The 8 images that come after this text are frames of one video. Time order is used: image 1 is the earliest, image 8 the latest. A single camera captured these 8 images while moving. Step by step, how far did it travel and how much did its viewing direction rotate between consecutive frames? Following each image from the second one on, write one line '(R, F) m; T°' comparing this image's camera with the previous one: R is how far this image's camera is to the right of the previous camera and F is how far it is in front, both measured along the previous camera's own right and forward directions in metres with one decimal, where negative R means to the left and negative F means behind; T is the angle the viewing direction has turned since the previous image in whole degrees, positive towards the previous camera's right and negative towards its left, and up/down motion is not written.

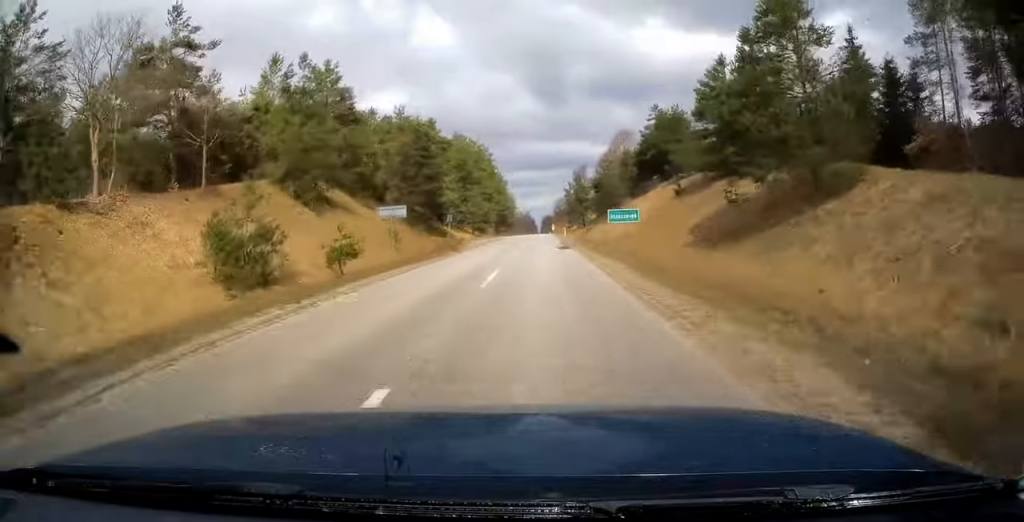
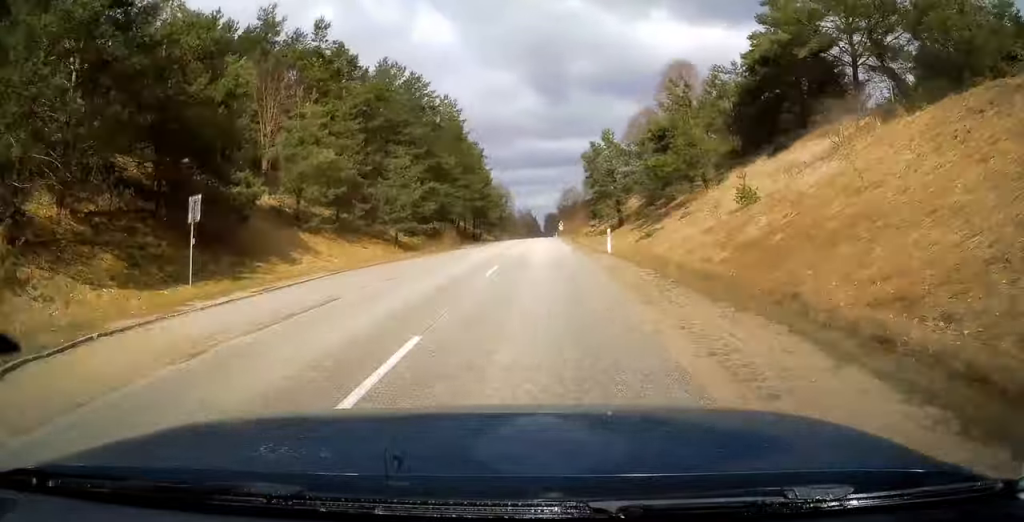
(0.0, +48.0) m; 0°
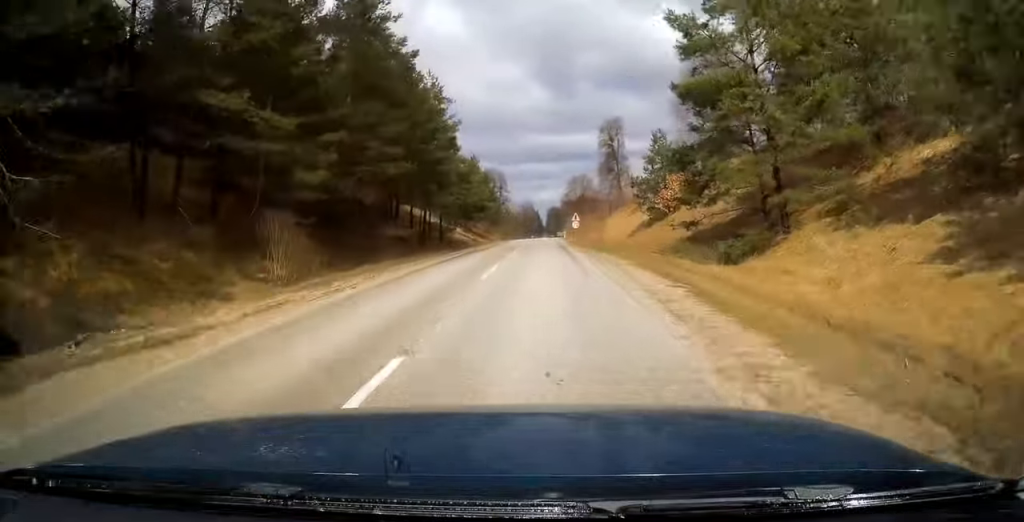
(-0.1, +38.5) m; 0°
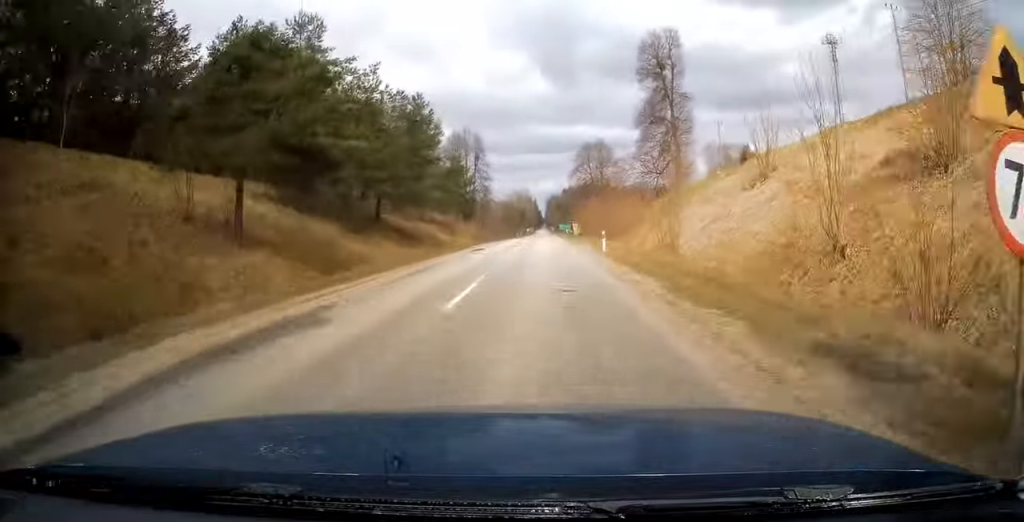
(-0.1, +56.6) m; 0°
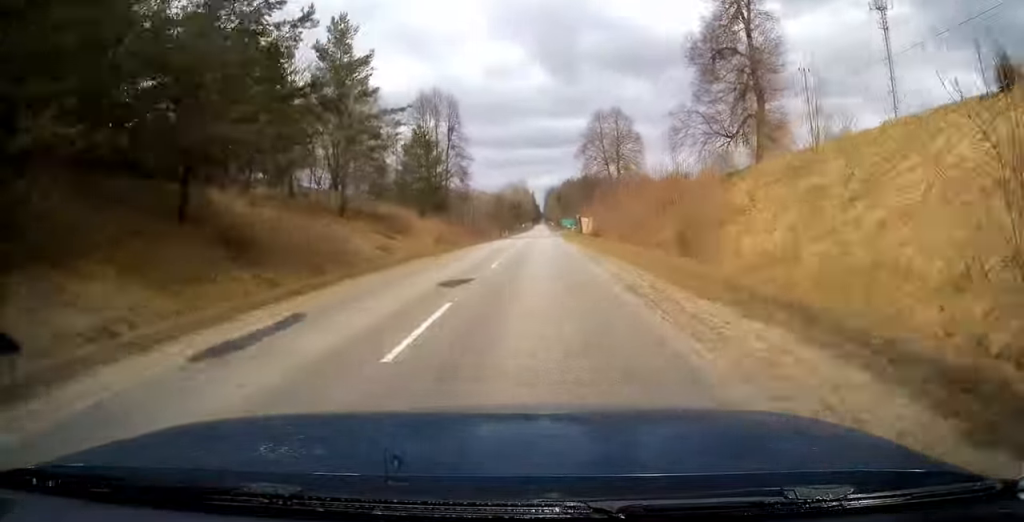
(+0.1, +28.3) m; 0°
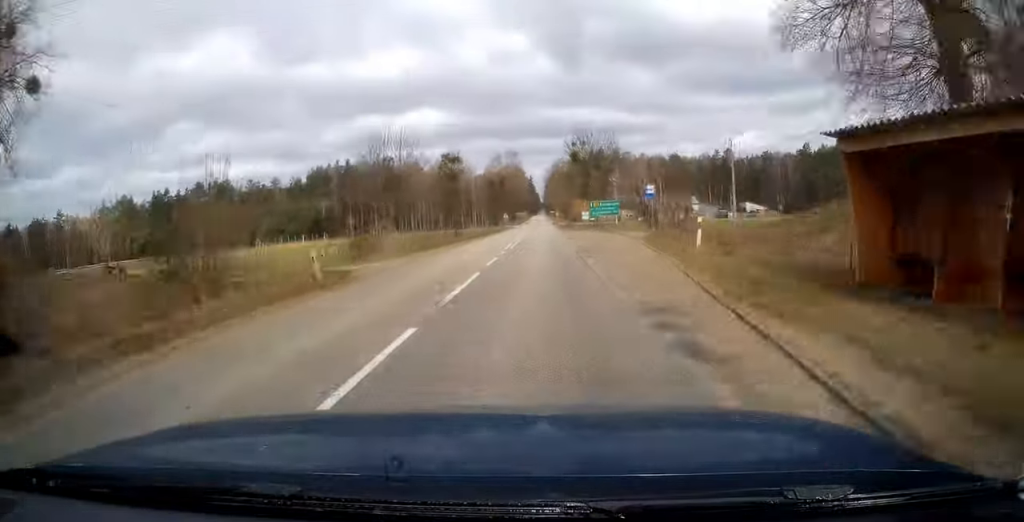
(+0.1, +76.1) m; 0°
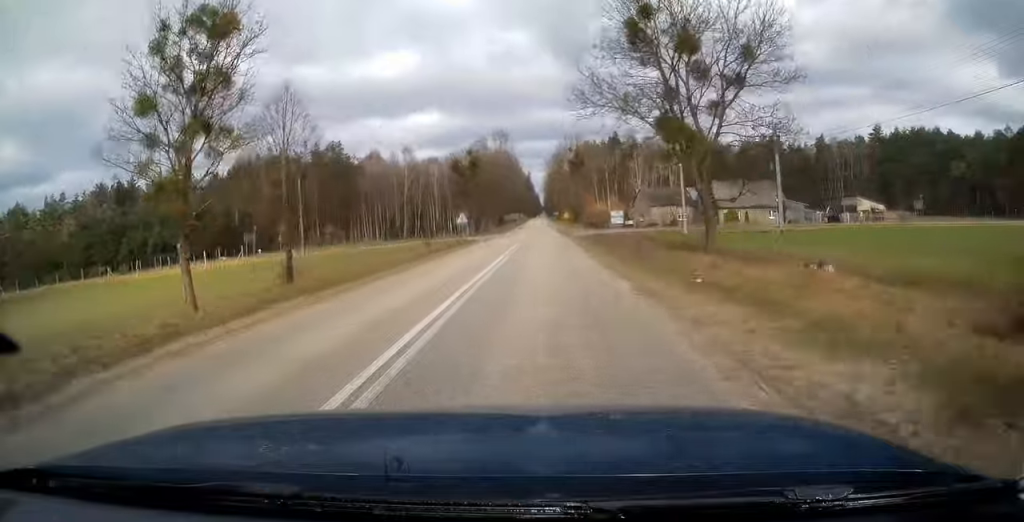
(-0.1, +54.4) m; 0°
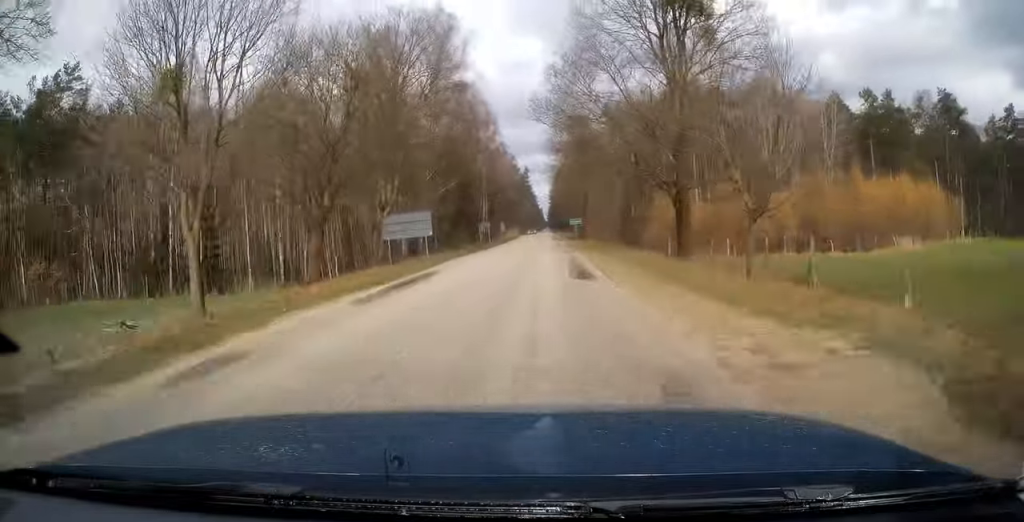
(-0.1, +99.2) m; 0°
